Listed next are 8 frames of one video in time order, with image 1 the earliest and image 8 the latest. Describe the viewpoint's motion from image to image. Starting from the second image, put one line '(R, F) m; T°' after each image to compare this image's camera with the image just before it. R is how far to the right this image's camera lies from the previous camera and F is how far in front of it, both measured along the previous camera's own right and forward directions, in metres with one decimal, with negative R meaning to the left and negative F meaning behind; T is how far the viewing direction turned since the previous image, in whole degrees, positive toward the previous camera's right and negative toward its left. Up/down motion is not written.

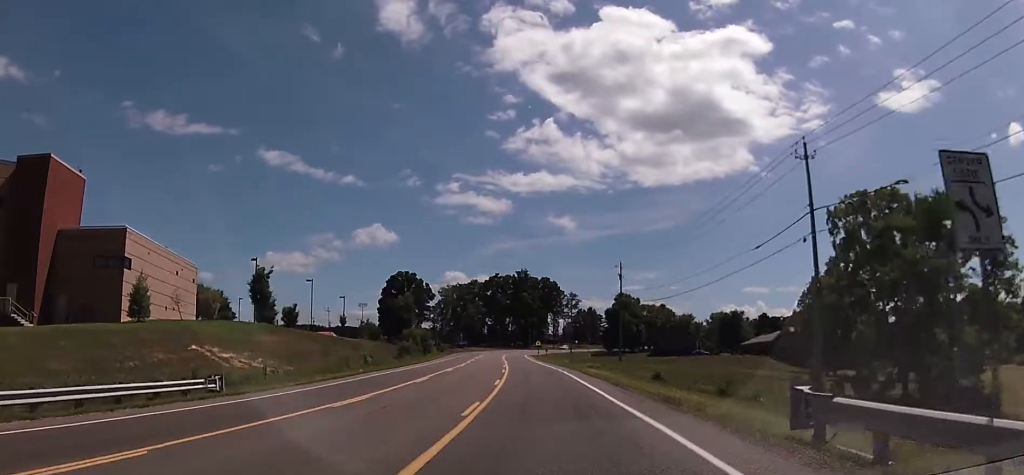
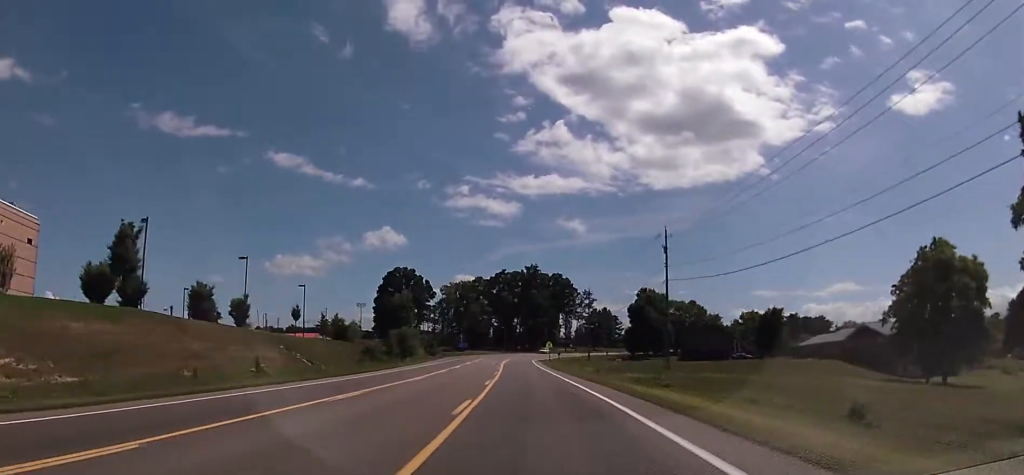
(-0.9, +25.4) m; -2°
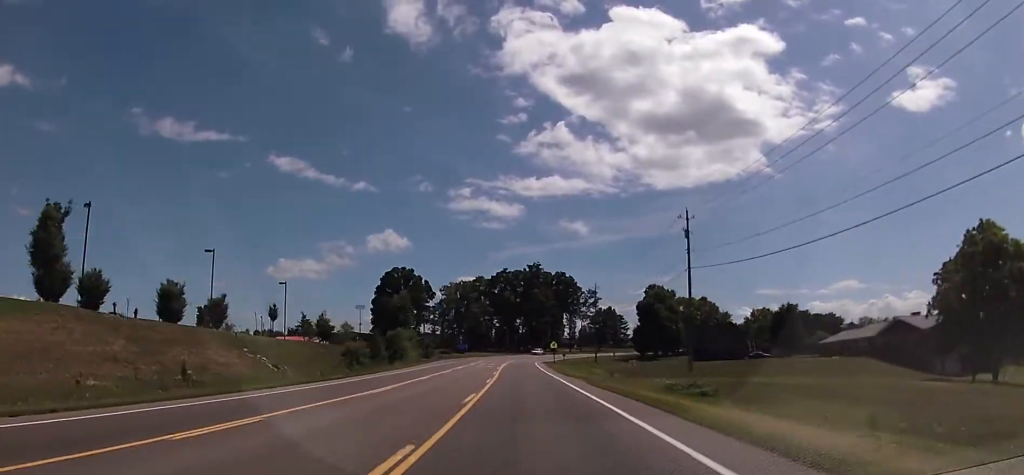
(+0.2, +8.7) m; 0°
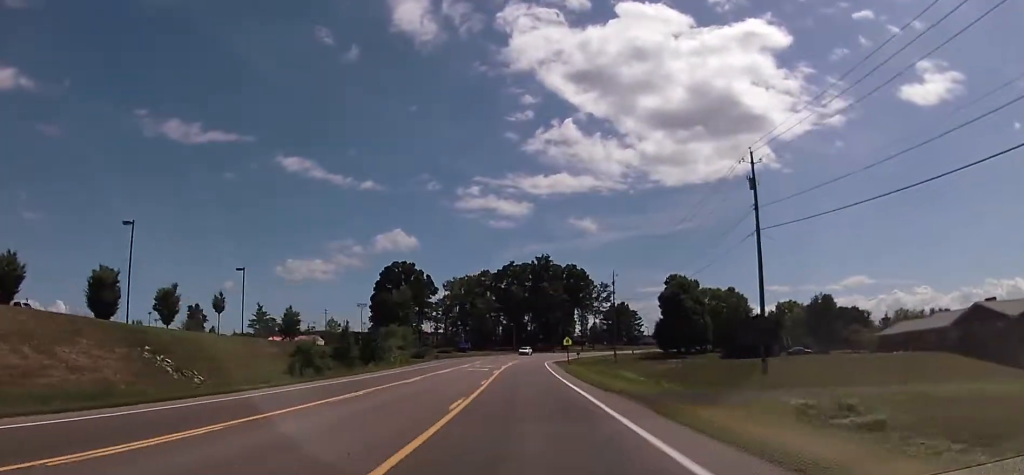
(-0.1, +16.0) m; 0°
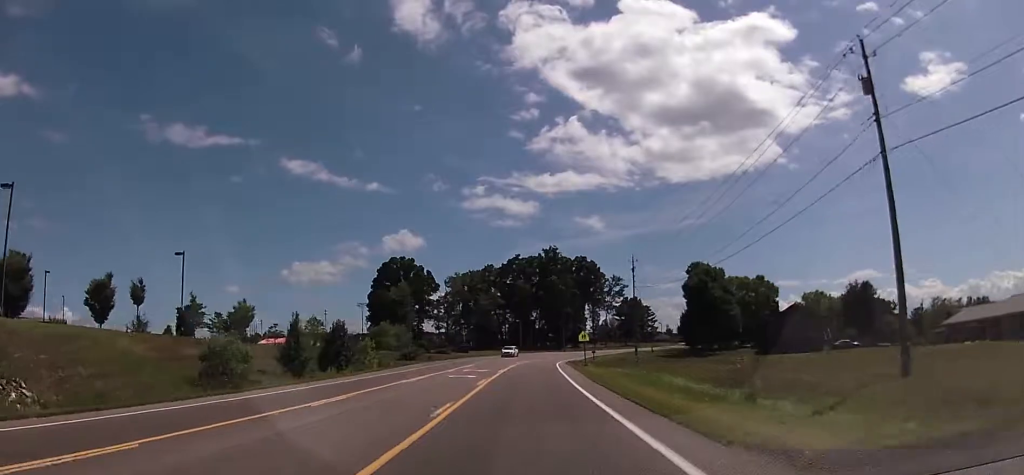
(-0.1, +15.3) m; 0°
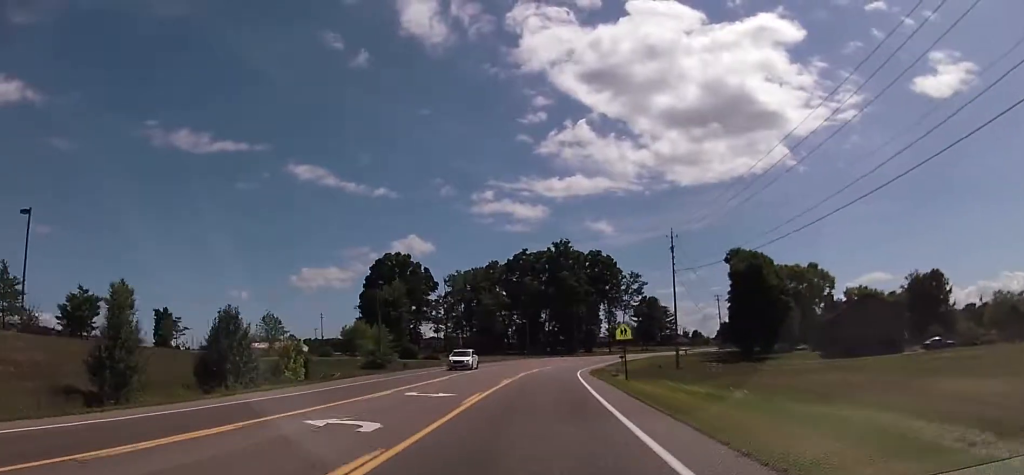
(0.0, +22.6) m; 0°
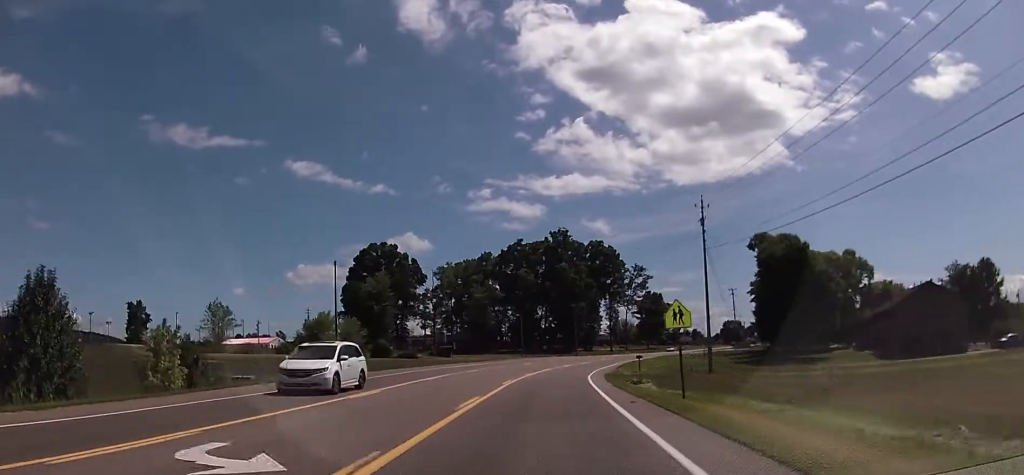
(+0.1, +15.1) m; 0°
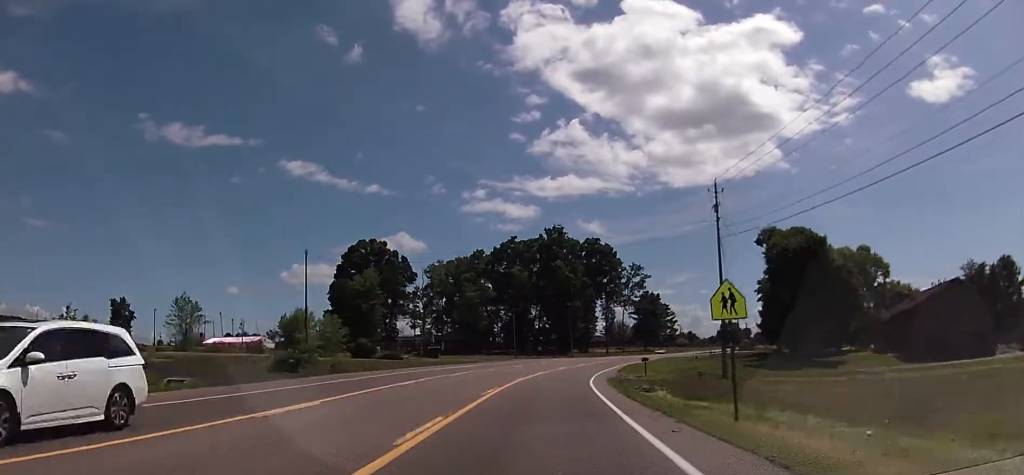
(0.0, +6.4) m; 0°
